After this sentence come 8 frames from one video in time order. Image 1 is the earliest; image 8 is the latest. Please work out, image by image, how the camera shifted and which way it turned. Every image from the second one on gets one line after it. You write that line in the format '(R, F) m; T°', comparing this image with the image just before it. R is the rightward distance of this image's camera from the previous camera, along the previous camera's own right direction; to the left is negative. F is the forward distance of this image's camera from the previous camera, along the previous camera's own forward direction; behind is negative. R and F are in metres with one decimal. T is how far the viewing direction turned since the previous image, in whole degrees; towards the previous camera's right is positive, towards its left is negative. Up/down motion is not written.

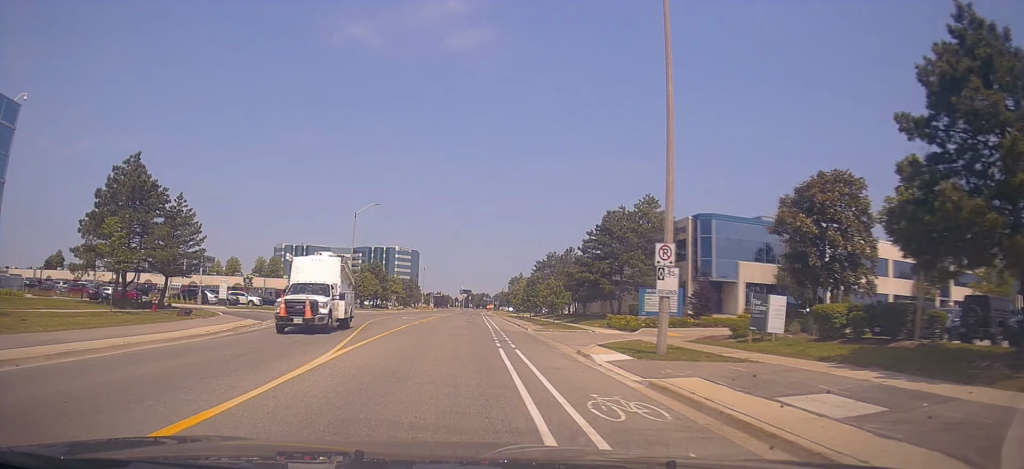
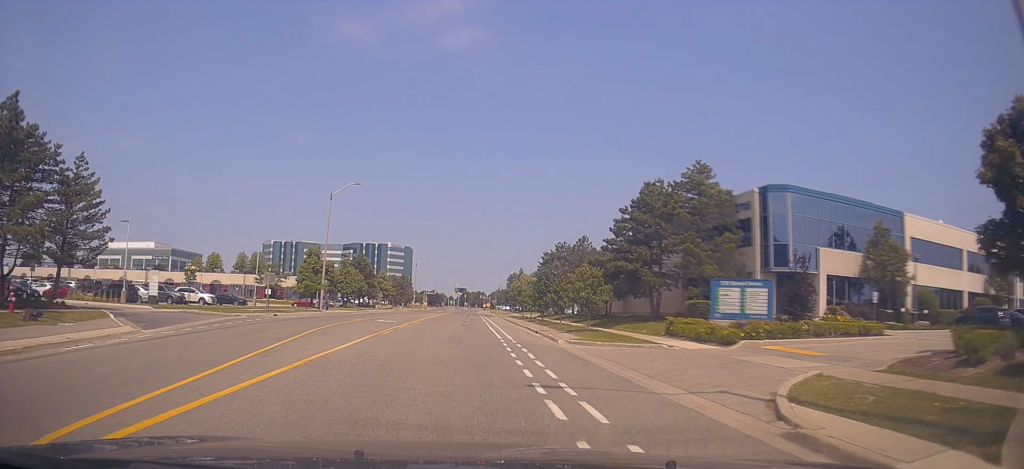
(+0.2, +11.2) m; +3°
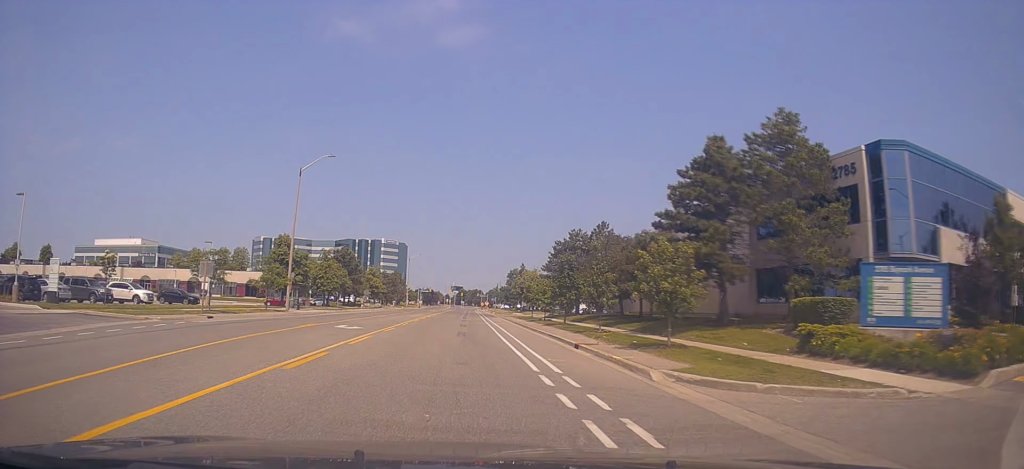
(+0.2, +11.1) m; 0°
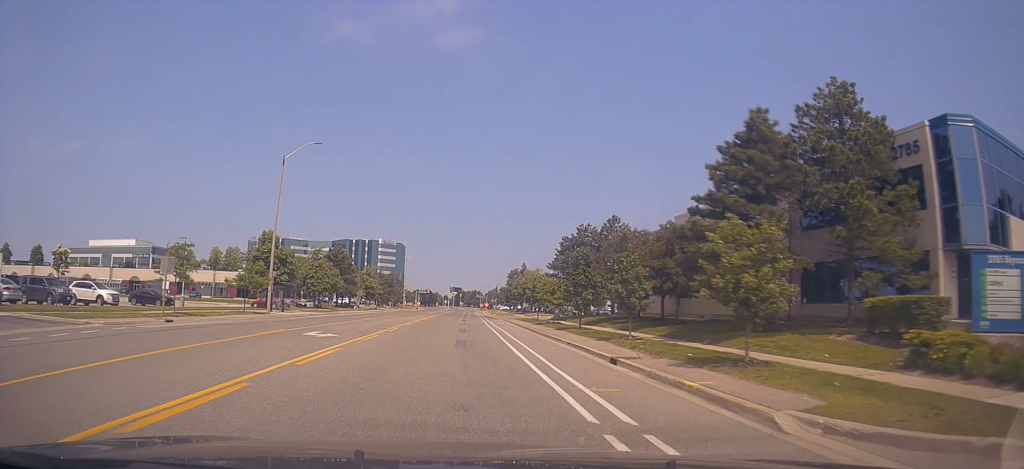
(-0.1, +4.5) m; 0°
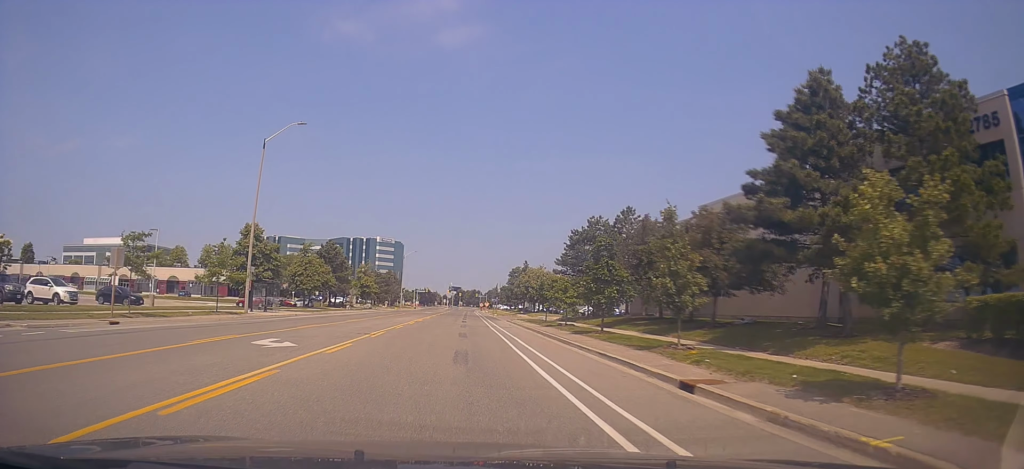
(0.0, +4.9) m; 0°
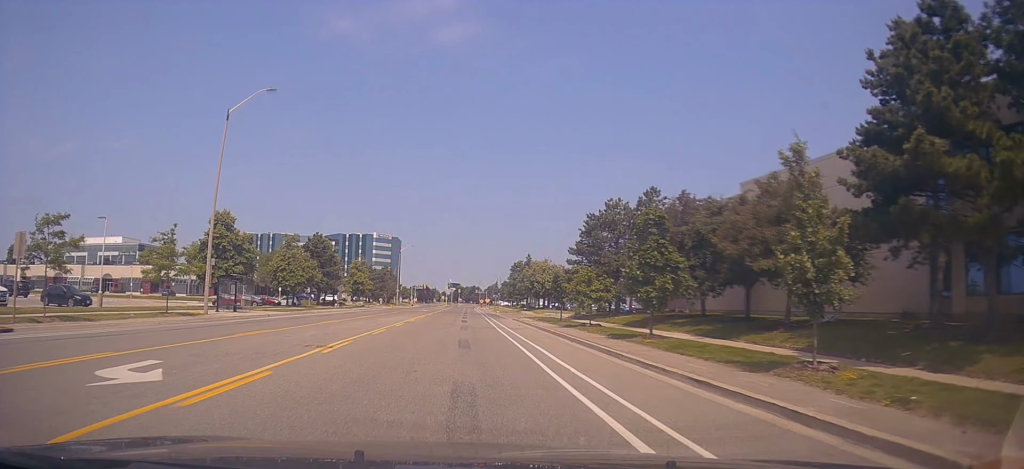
(0.0, +6.9) m; 0°
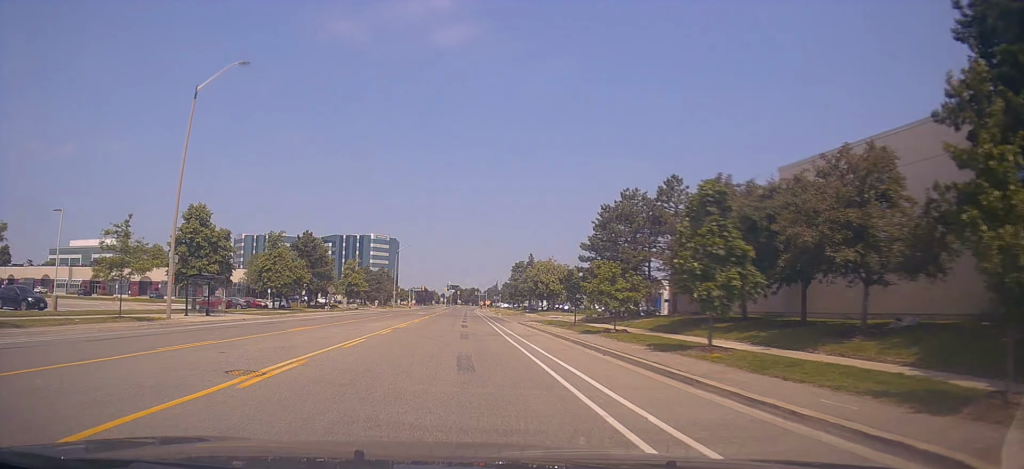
(0.0, +4.6) m; -1°
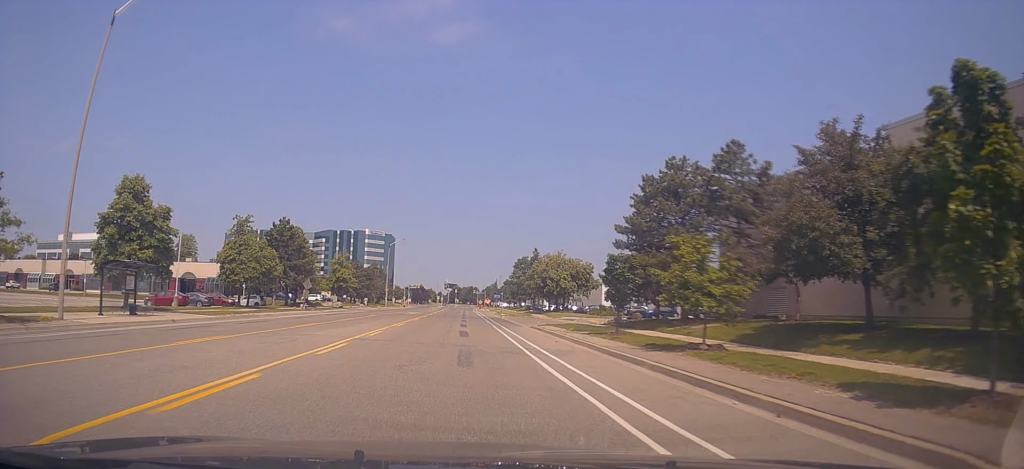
(-0.1, +9.6) m; -1°
